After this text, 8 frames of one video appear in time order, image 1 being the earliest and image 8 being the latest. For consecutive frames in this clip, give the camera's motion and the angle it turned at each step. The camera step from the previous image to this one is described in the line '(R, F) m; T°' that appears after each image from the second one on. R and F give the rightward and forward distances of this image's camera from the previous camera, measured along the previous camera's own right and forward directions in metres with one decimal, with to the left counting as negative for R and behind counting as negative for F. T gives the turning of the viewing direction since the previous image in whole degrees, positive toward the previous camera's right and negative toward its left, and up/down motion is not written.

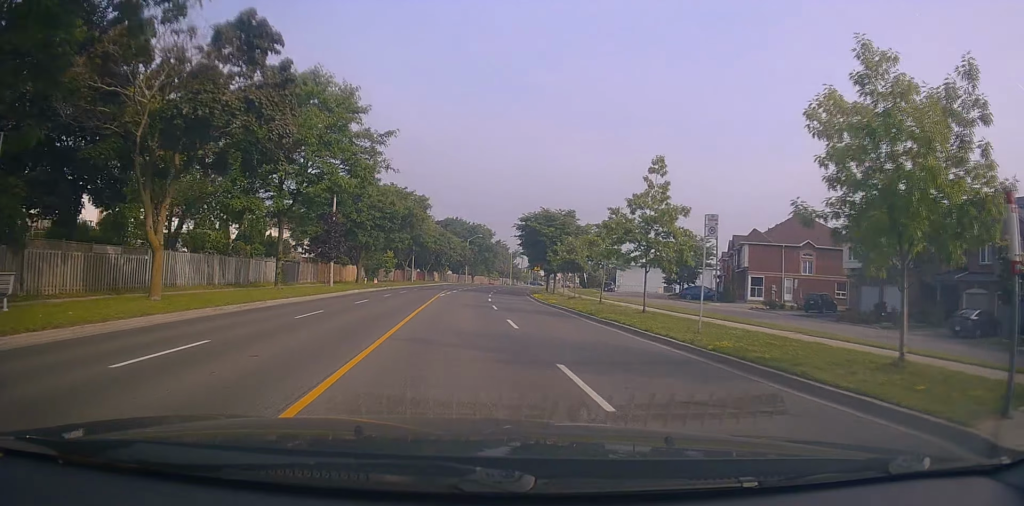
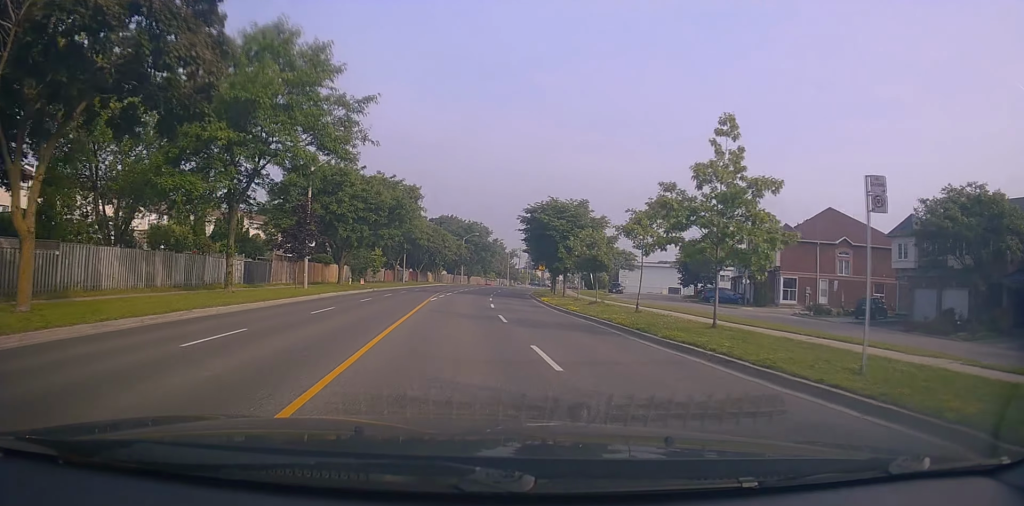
(0.0, +6.8) m; 0°
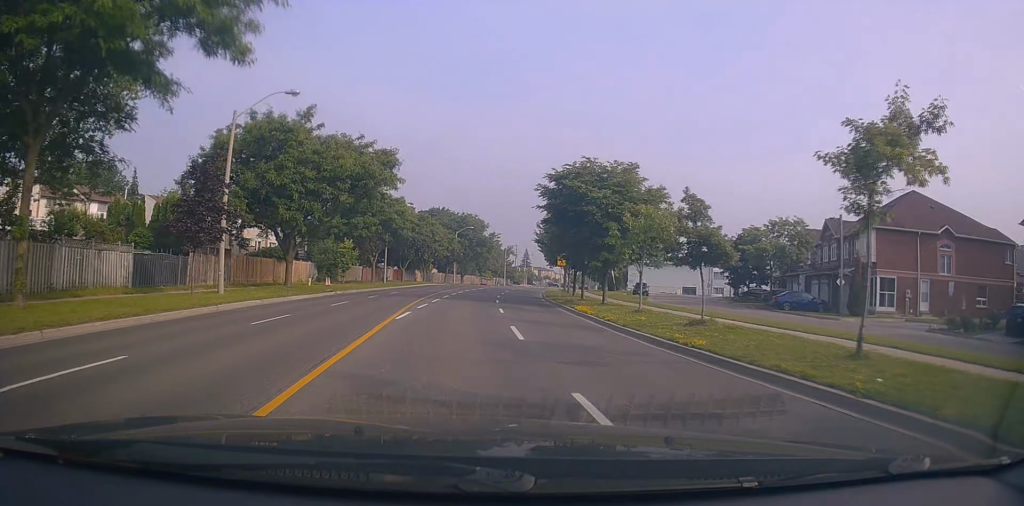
(0.0, +14.0) m; 0°
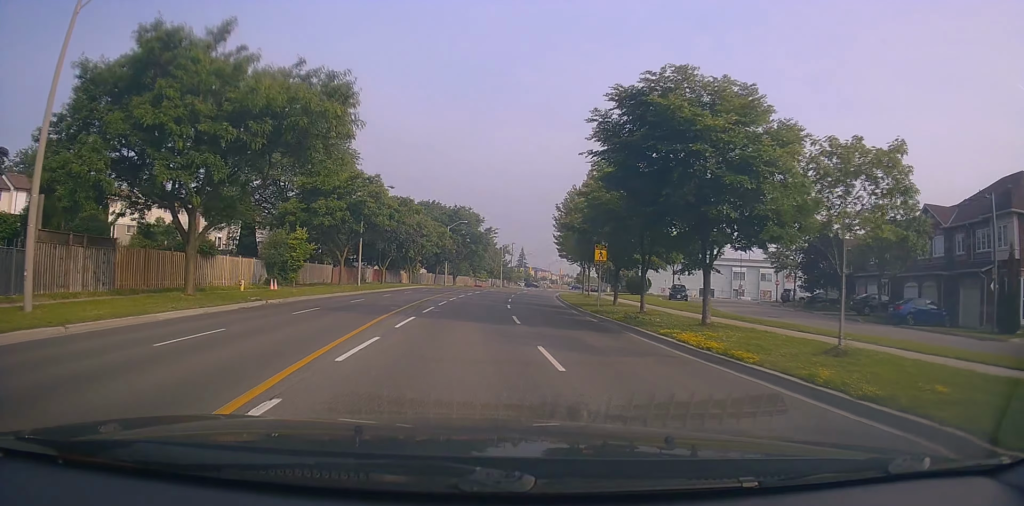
(0.0, +13.6) m; +1°
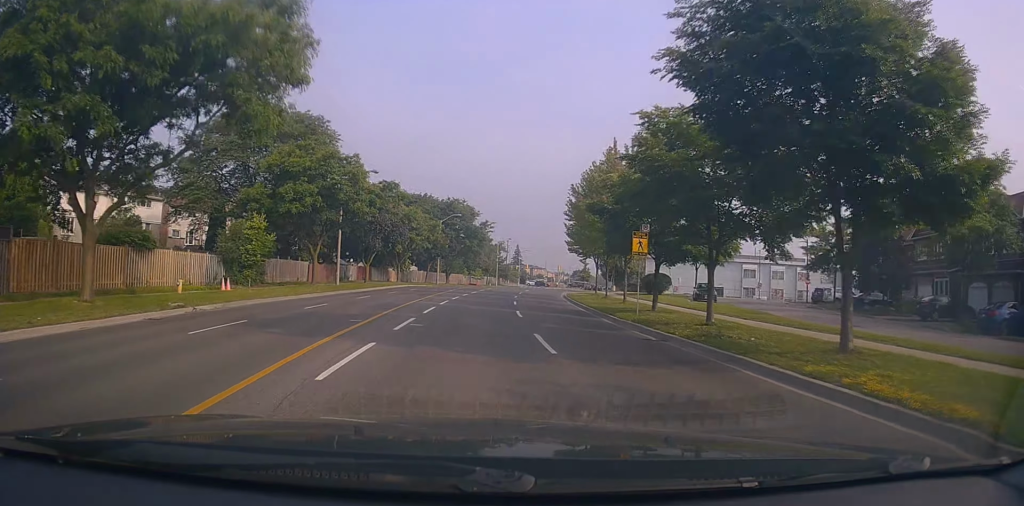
(+0.1, +7.3) m; +1°
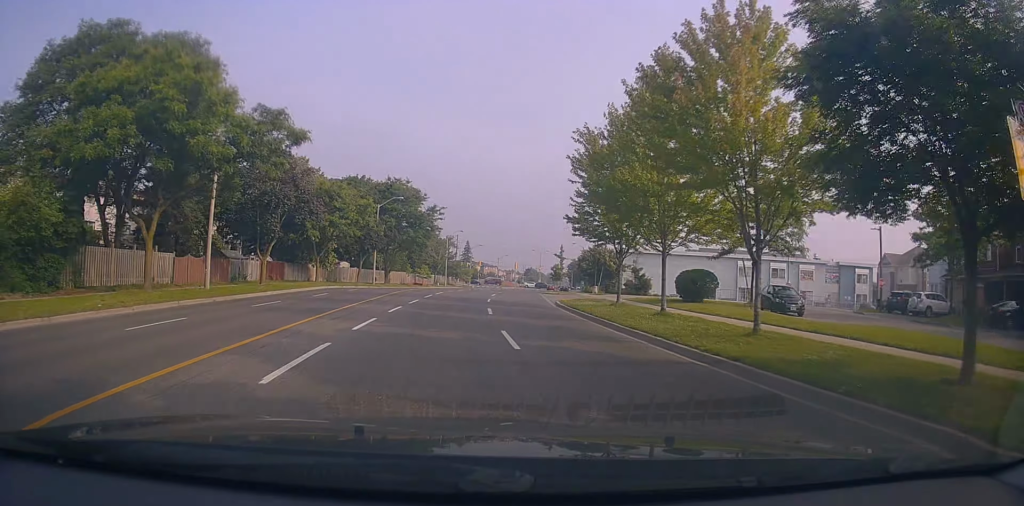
(+0.5, +18.5) m; +3°
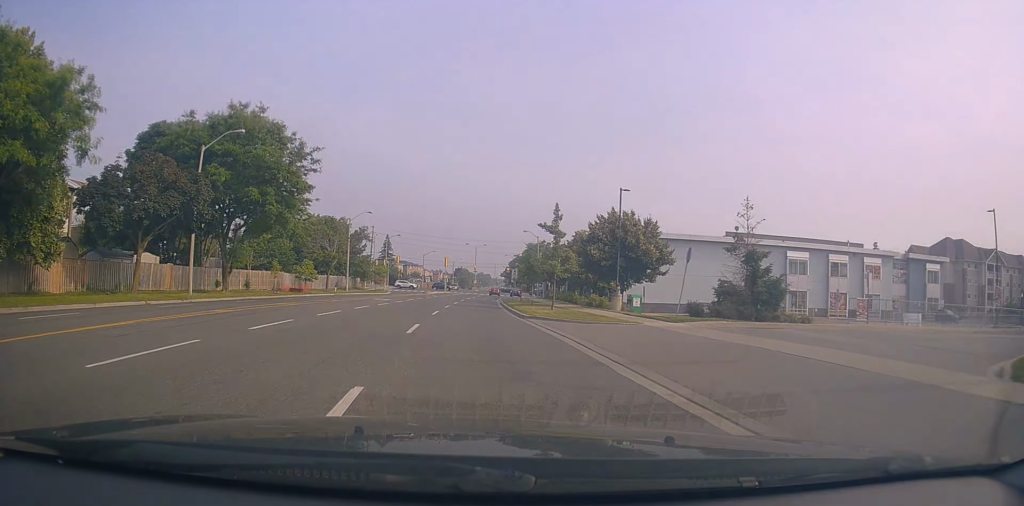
(+4.3, +35.6) m; +10°
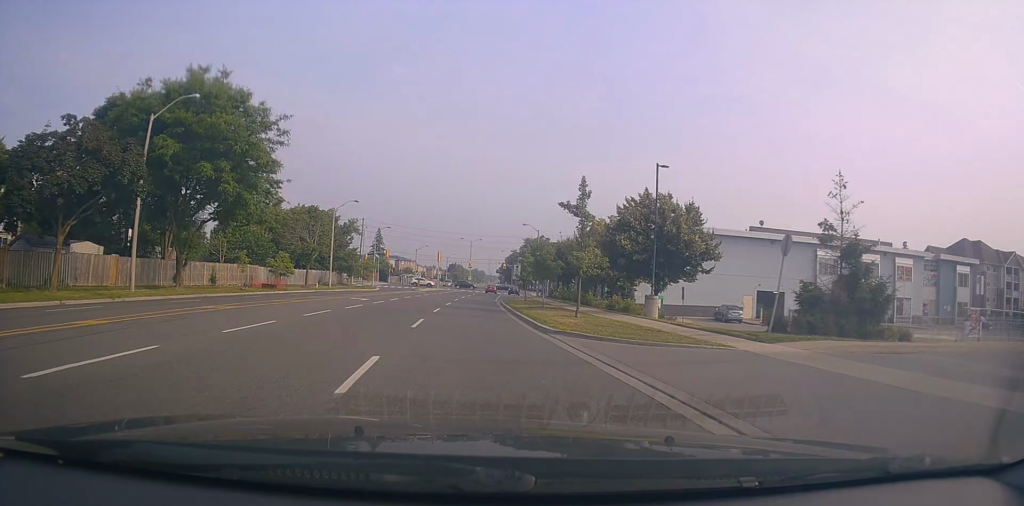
(0.0, +7.3) m; -1°
